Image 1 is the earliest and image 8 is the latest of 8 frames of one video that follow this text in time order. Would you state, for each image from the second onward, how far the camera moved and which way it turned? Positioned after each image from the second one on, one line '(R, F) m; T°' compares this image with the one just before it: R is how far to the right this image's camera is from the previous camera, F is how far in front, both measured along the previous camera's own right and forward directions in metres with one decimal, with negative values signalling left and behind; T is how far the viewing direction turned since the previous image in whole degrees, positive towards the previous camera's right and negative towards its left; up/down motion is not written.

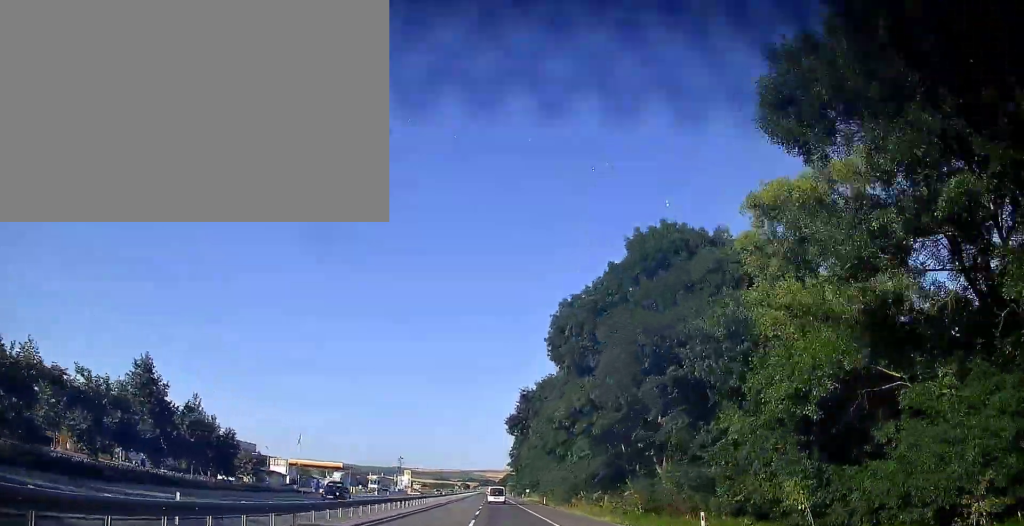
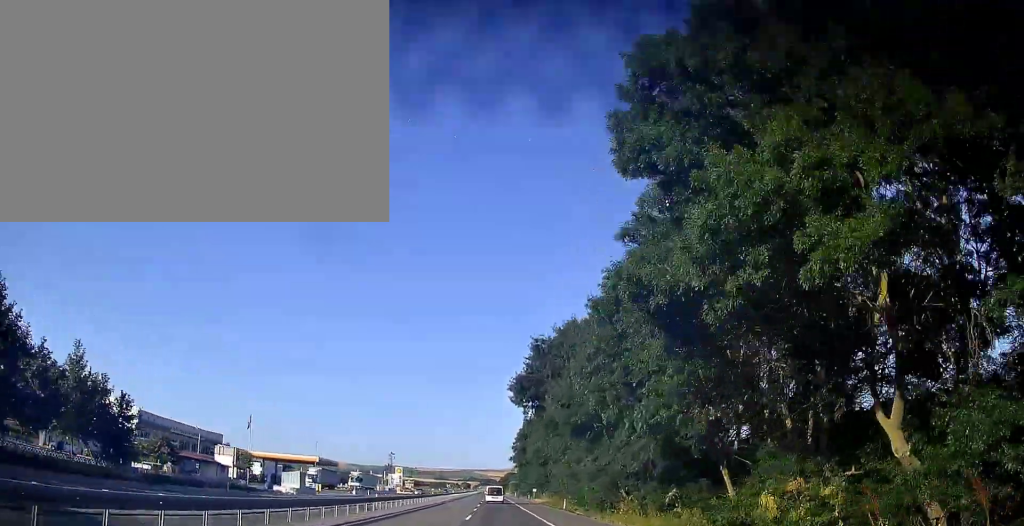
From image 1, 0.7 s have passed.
(+0.1, +19.7) m; 0°
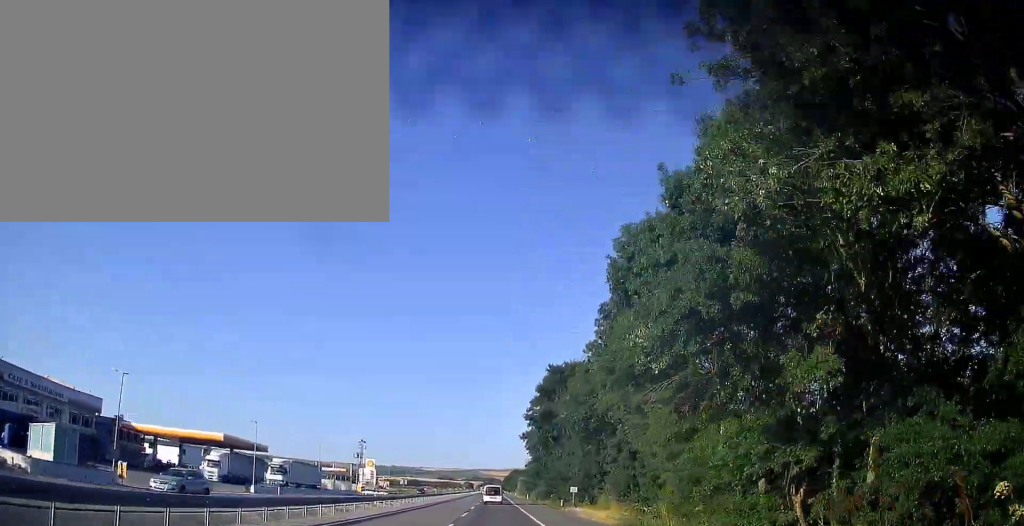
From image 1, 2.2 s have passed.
(-0.2, +45.1) m; 0°
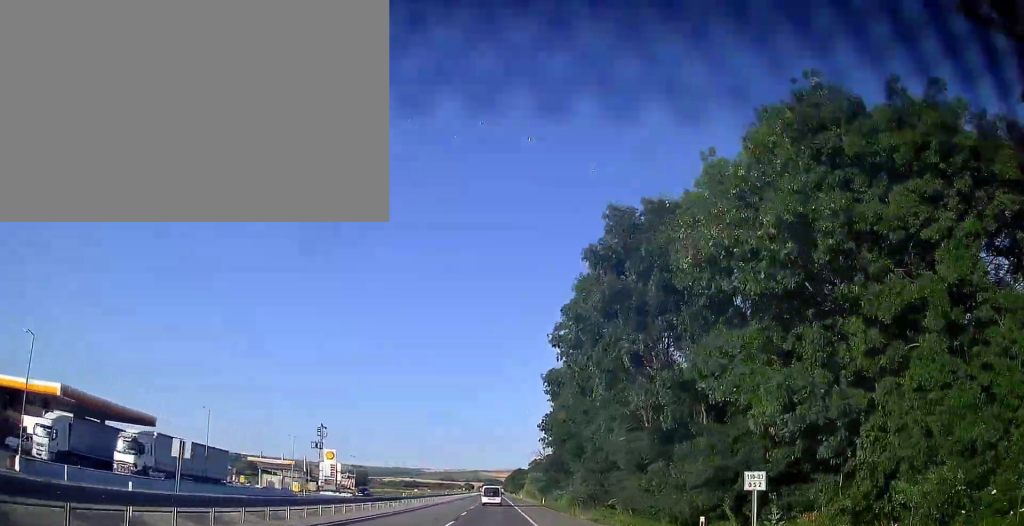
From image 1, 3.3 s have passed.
(0.0, +33.3) m; 0°
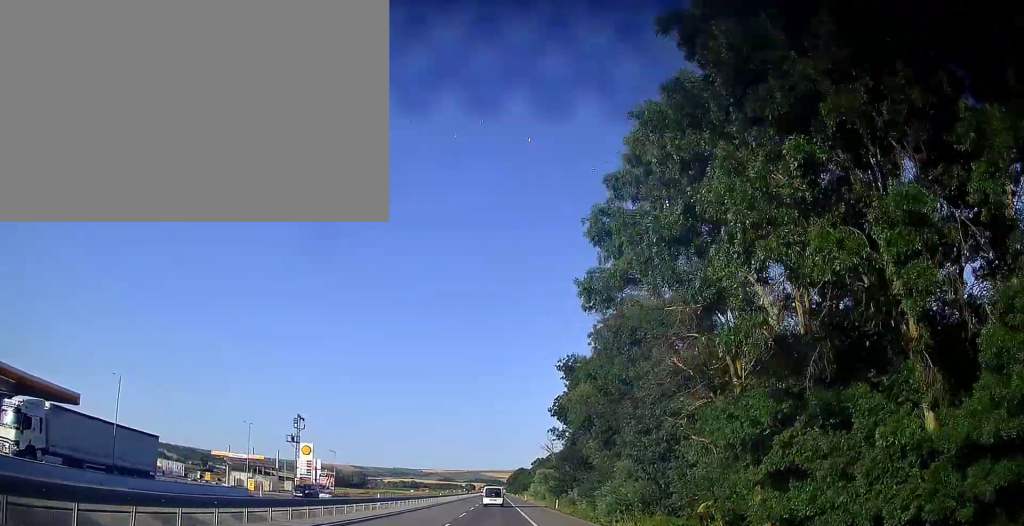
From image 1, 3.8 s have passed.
(0.0, +13.7) m; 0°
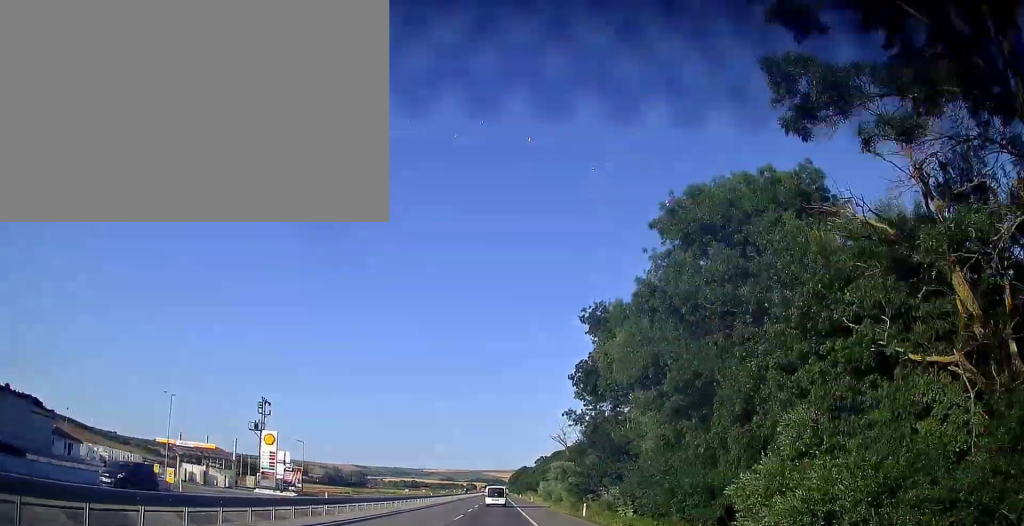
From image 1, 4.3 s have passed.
(-0.1, +15.7) m; 0°
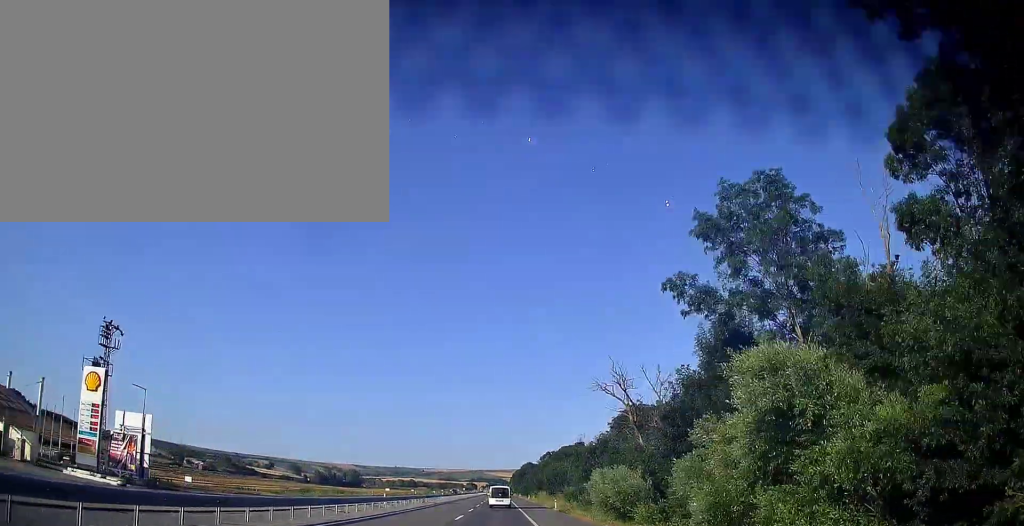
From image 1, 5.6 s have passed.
(0.0, +36.2) m; 0°
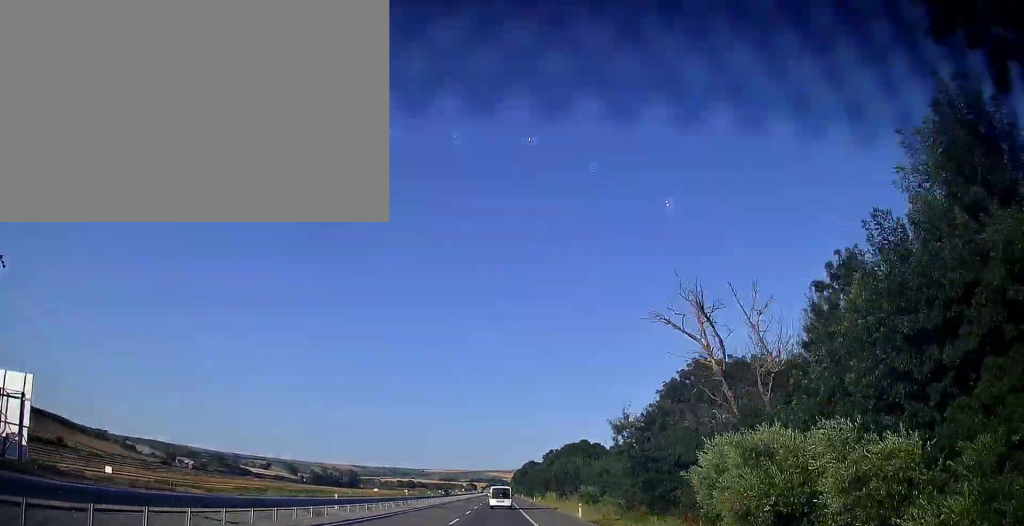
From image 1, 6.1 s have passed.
(0.0, +15.7) m; 0°
